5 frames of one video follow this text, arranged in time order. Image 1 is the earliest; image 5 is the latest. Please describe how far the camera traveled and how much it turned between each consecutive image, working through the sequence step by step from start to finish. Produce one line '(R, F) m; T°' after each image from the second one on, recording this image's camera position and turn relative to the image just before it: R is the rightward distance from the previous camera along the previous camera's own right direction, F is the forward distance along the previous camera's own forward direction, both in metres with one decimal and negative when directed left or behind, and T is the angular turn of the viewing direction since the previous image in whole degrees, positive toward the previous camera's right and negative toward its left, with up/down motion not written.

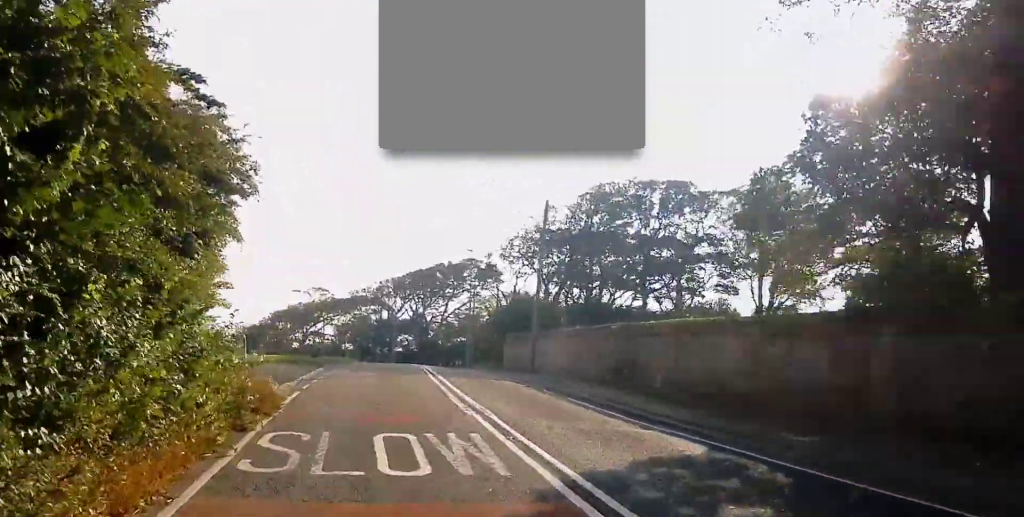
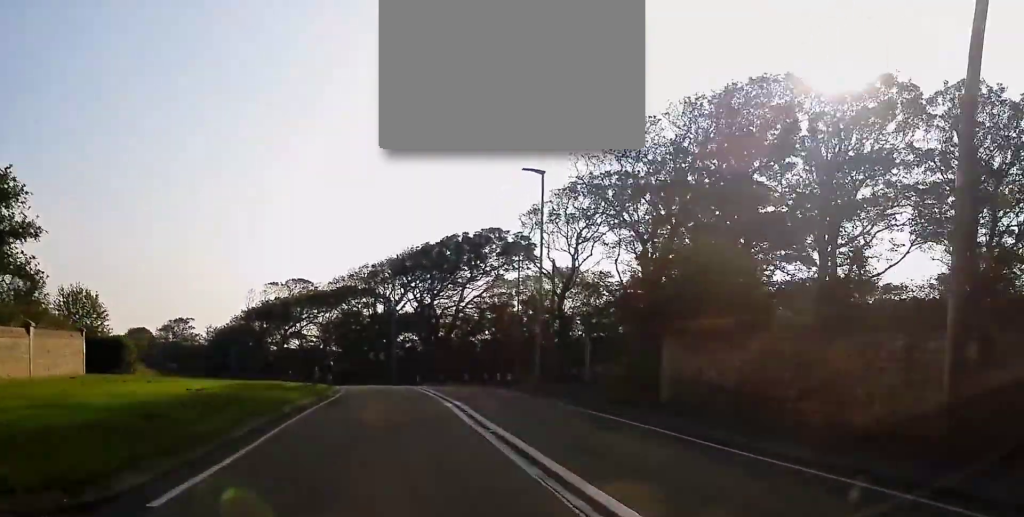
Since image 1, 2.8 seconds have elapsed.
(-0.4, +26.7) m; -2°
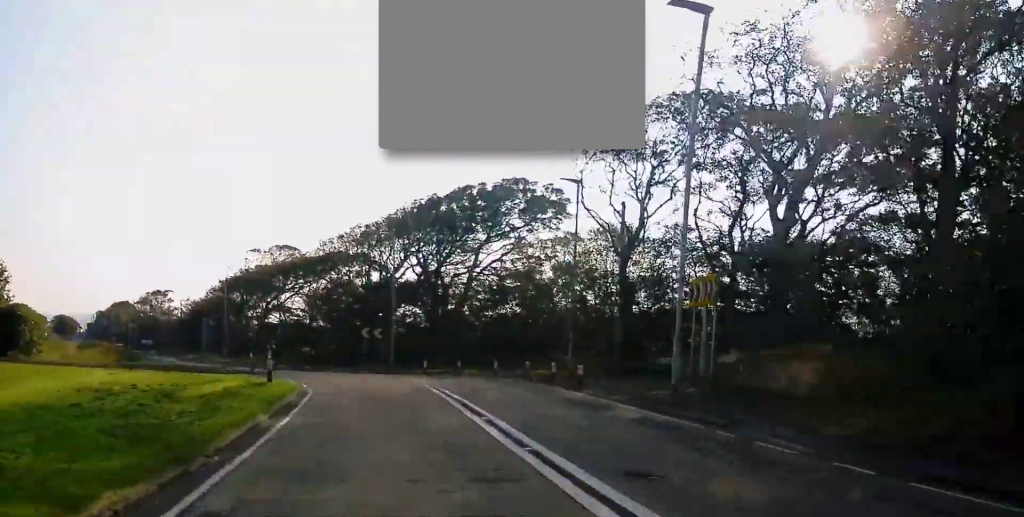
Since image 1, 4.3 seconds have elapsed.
(+0.6, +14.3) m; +2°
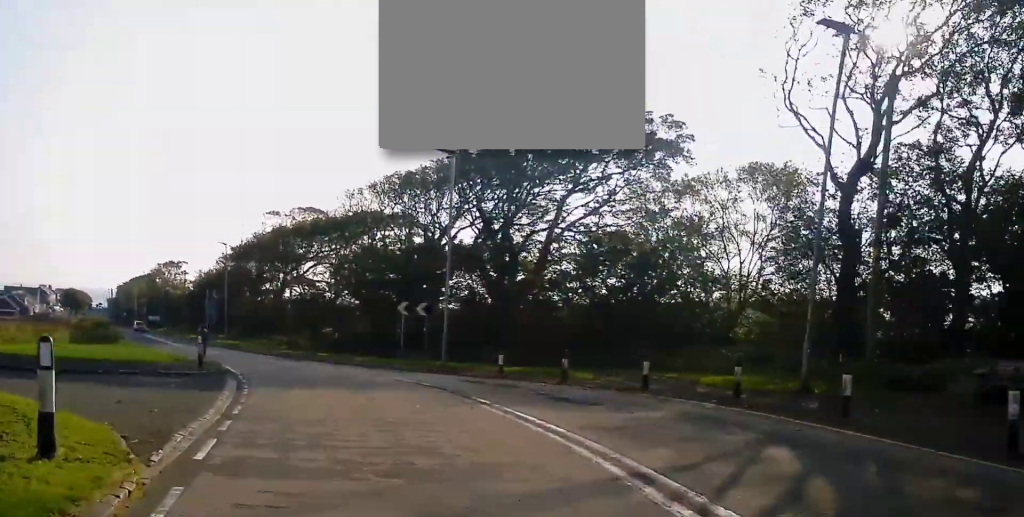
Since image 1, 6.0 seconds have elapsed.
(-0.6, +16.8) m; -3°
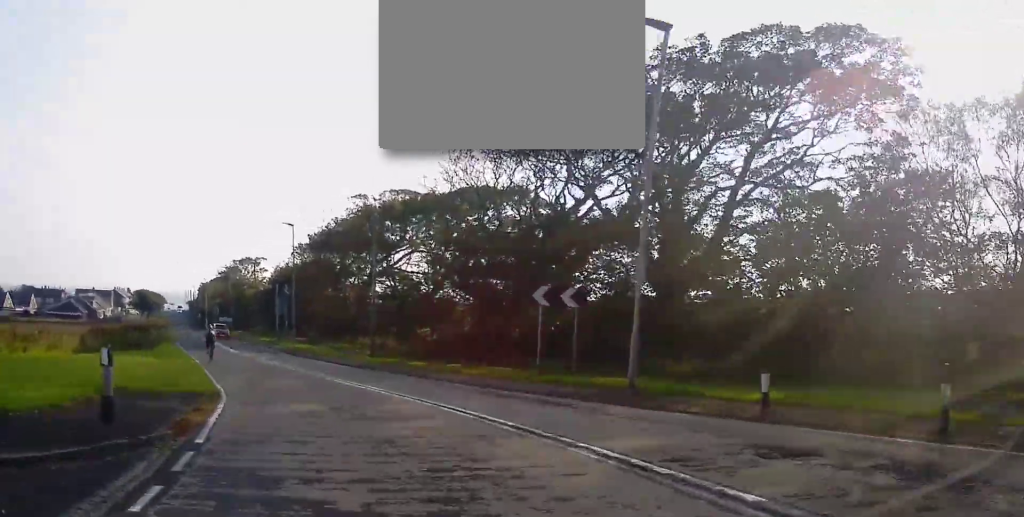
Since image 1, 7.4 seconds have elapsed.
(0.0, +13.3) m; -3°
